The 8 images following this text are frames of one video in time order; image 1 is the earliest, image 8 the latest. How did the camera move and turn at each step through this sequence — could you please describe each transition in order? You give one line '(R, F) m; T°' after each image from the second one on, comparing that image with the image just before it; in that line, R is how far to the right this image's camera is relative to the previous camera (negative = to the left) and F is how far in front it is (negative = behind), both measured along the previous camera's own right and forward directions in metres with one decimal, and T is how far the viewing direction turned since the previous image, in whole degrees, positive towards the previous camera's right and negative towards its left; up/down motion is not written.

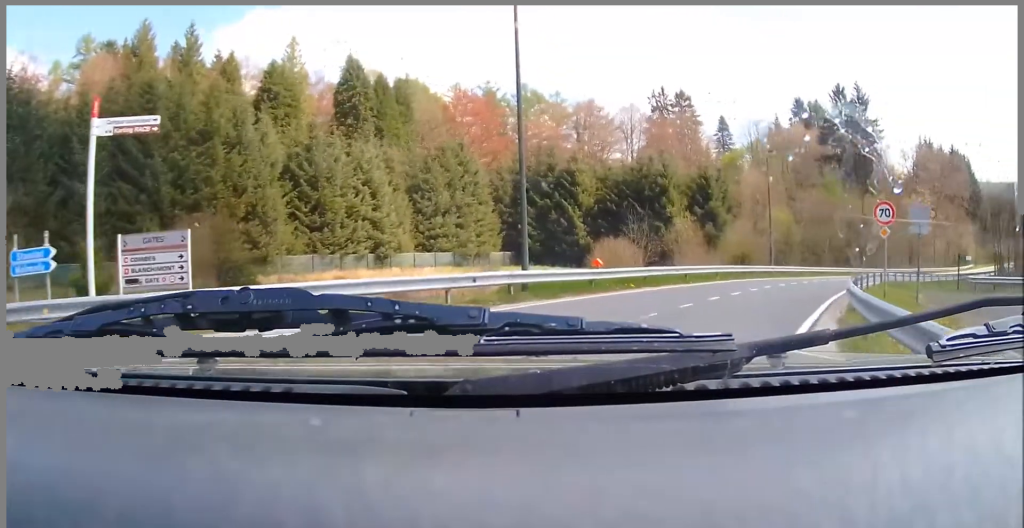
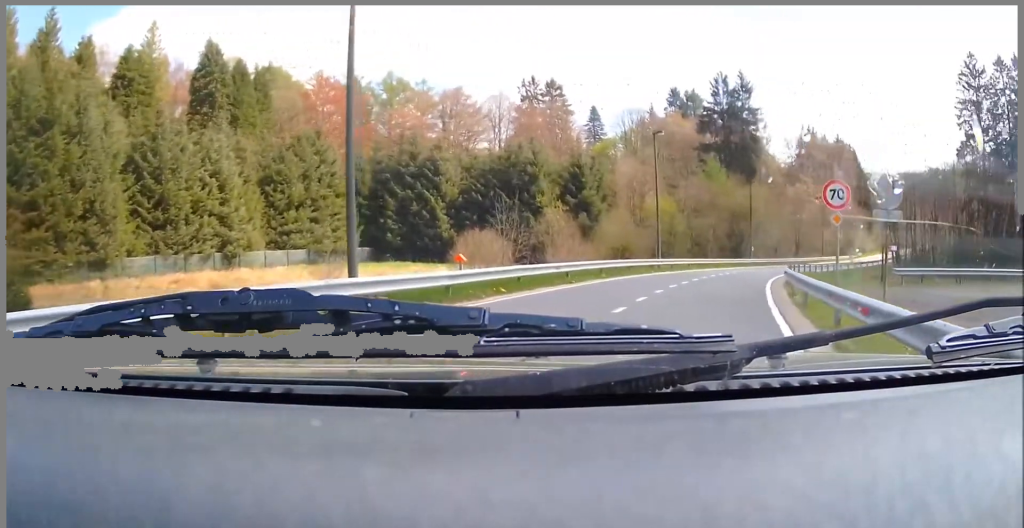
(+0.3, +3.9) m; +7°
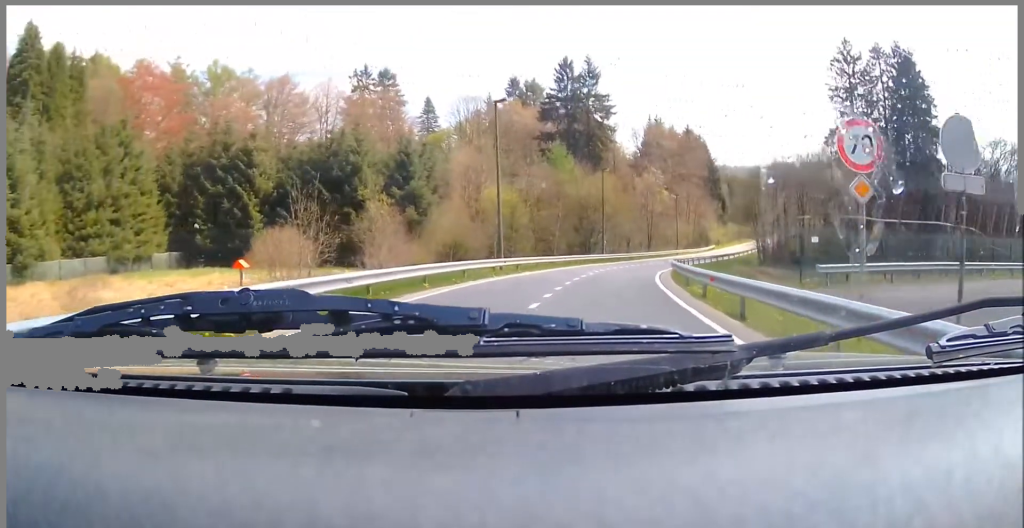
(+0.3, +5.5) m; +8°
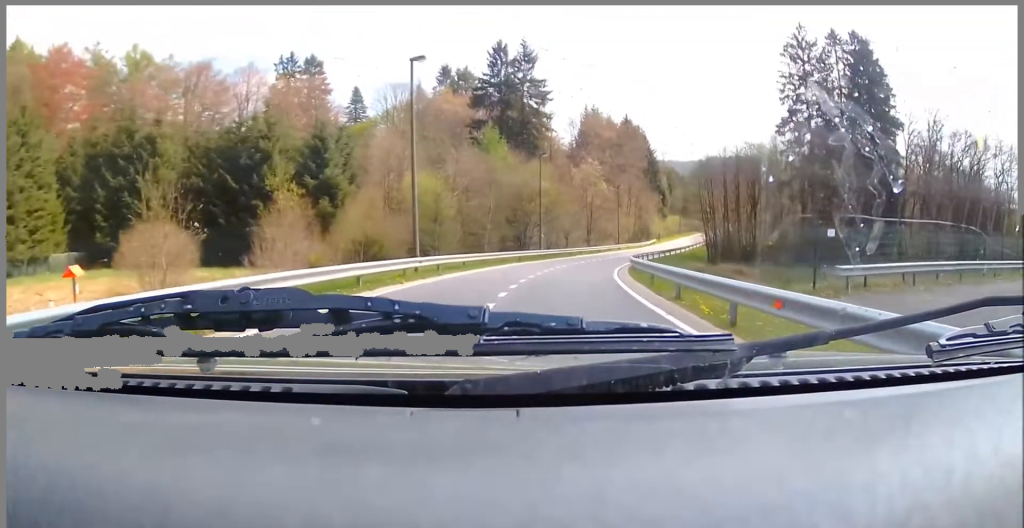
(0.0, +4.2) m; +7°
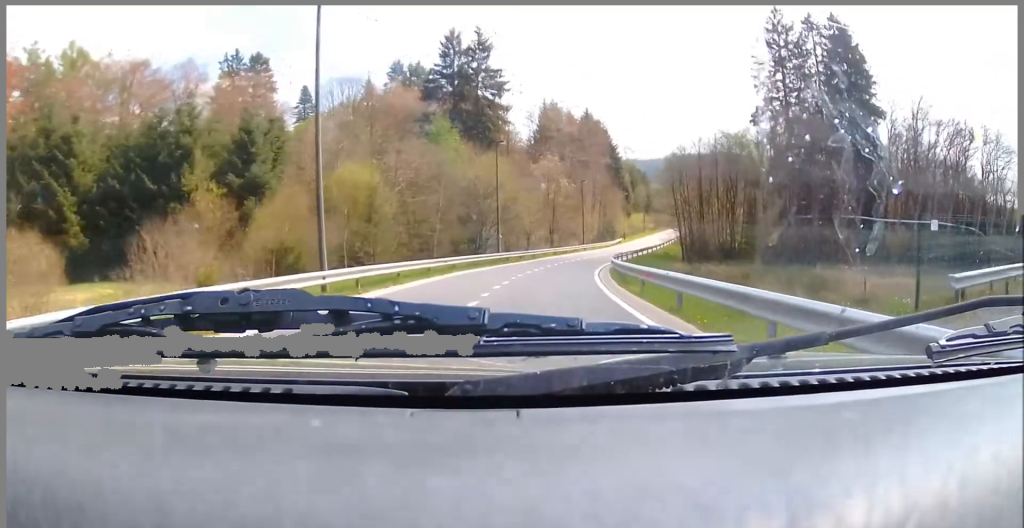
(+0.5, +4.8) m; +6°
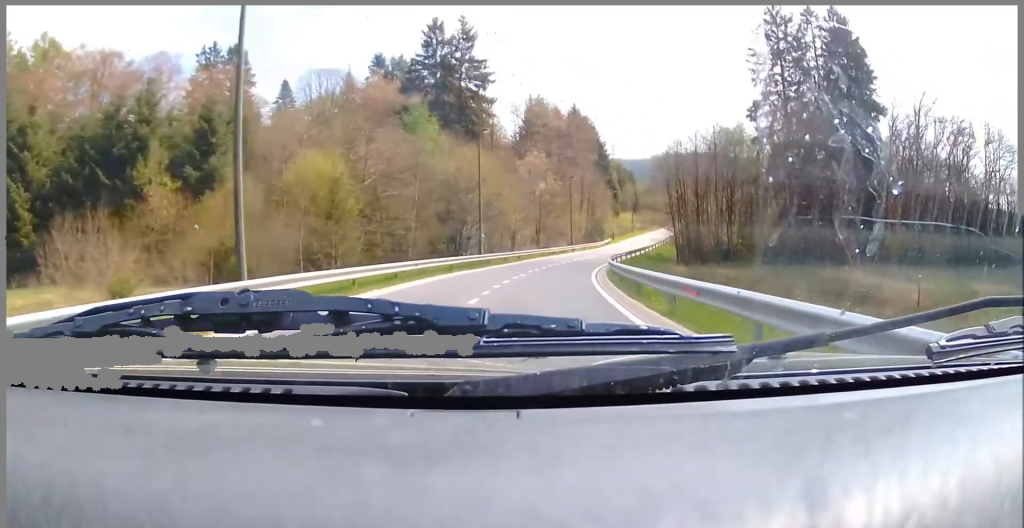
(+0.1, +2.9) m; +3°
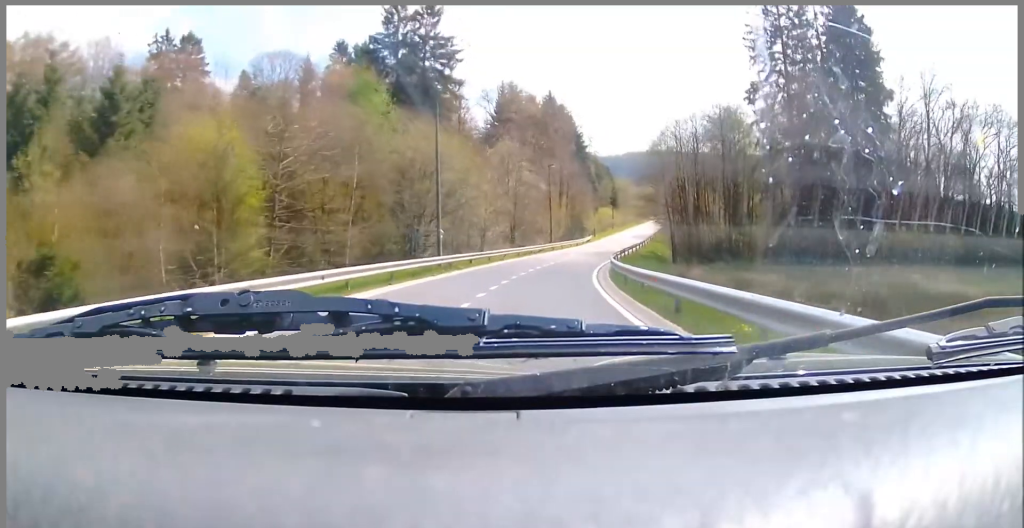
(+0.2, +6.6) m; -1°
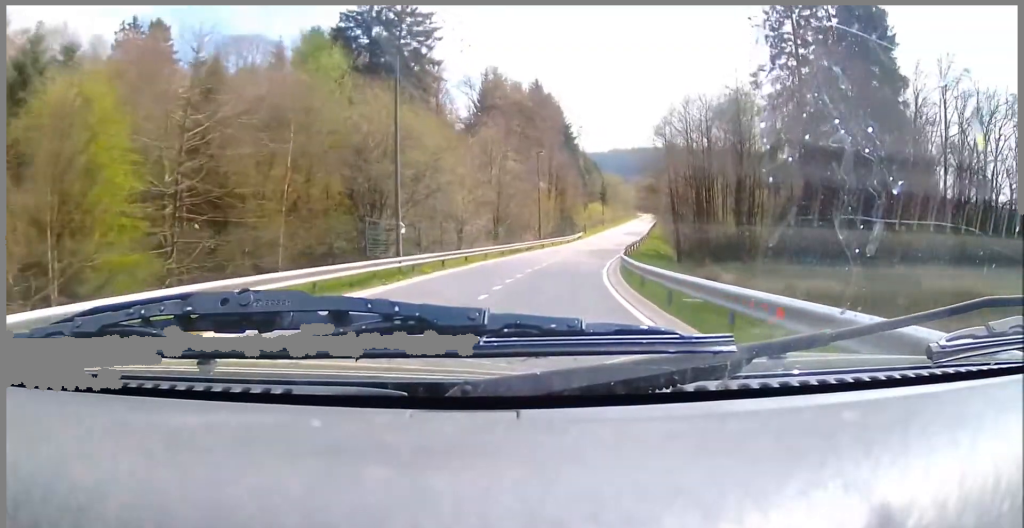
(-0.1, +5.1) m; 0°
